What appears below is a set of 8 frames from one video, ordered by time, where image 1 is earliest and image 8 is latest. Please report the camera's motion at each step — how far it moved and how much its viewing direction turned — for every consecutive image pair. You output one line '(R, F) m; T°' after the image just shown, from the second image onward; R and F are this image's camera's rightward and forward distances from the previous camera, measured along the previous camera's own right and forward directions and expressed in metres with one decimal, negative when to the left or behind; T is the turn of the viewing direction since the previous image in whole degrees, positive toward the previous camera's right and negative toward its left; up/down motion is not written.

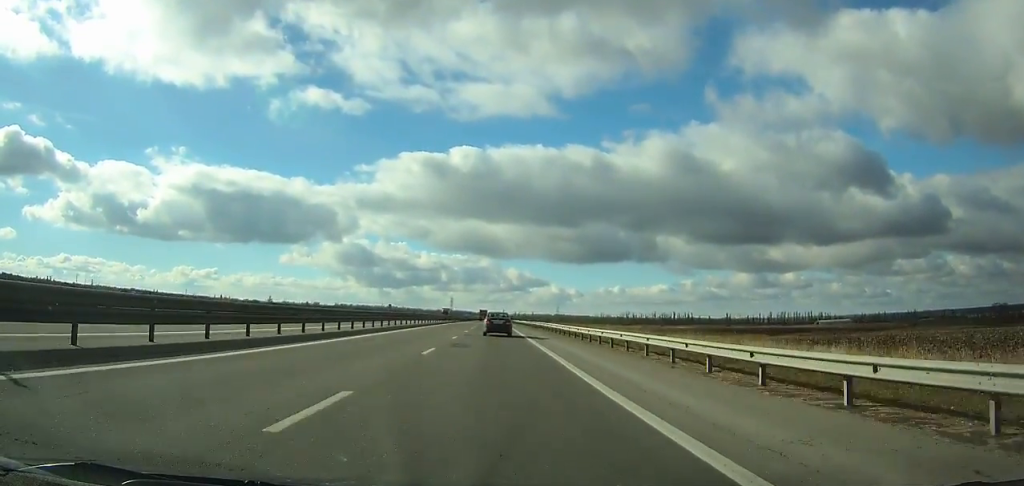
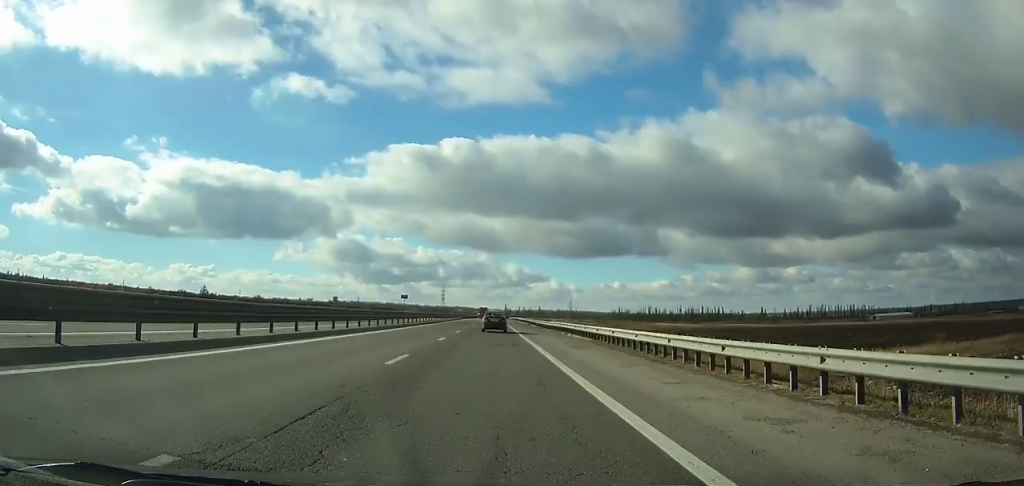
(+0.1, +135.1) m; 0°
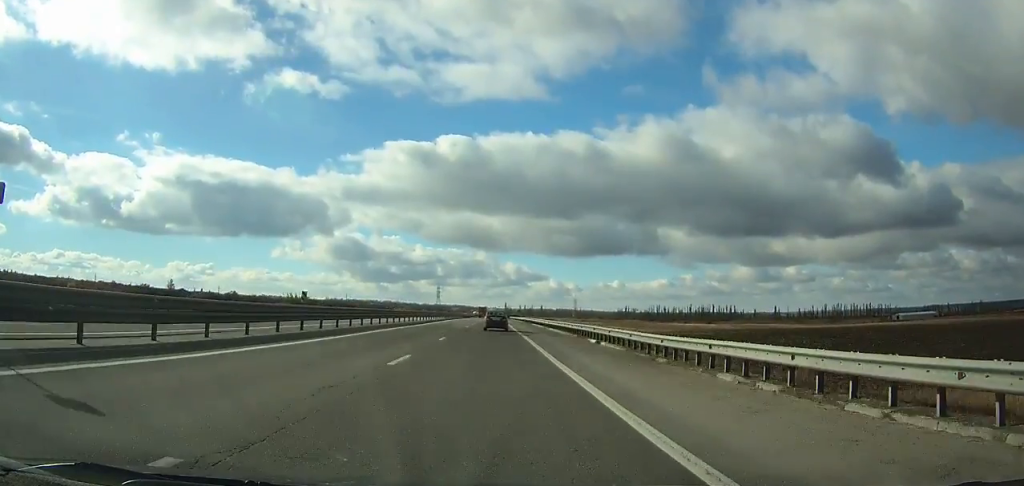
(0.0, +47.1) m; 0°
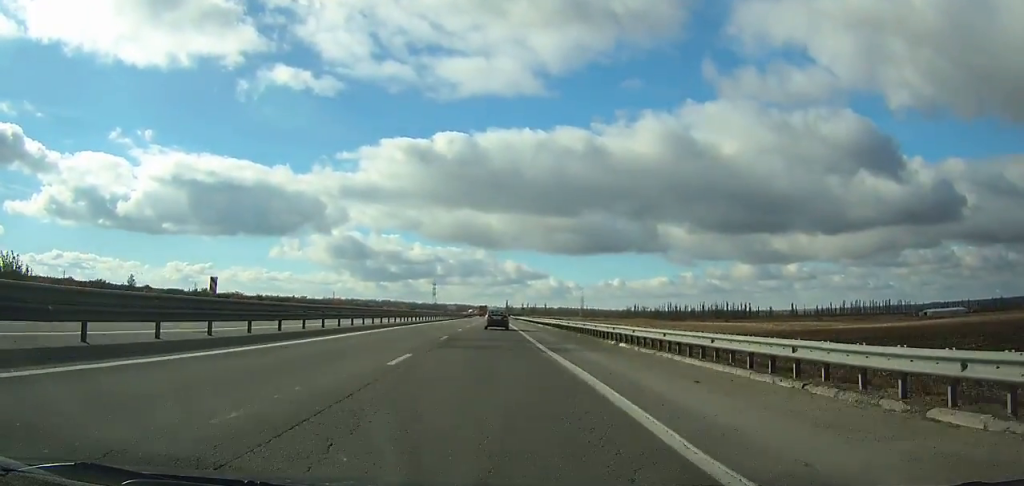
(0.0, +47.3) m; 0°
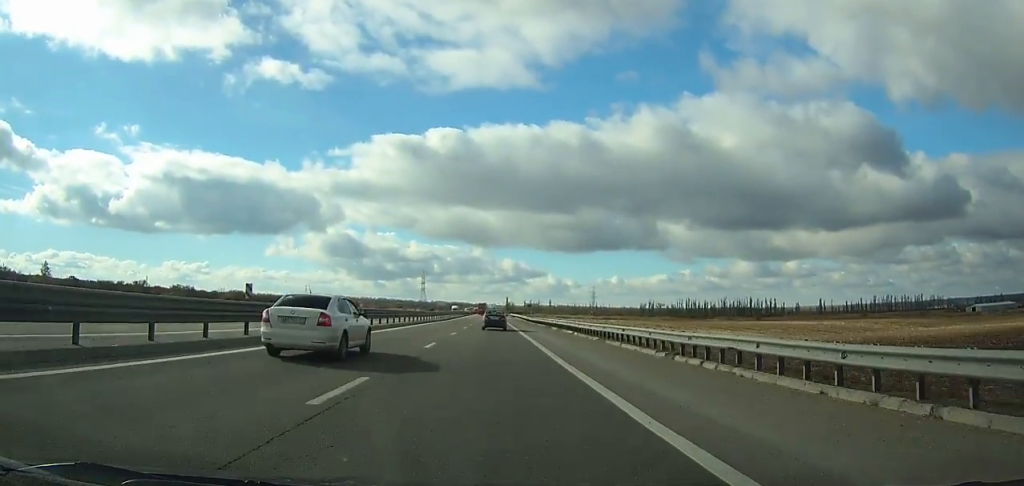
(+0.2, +75.1) m; 0°
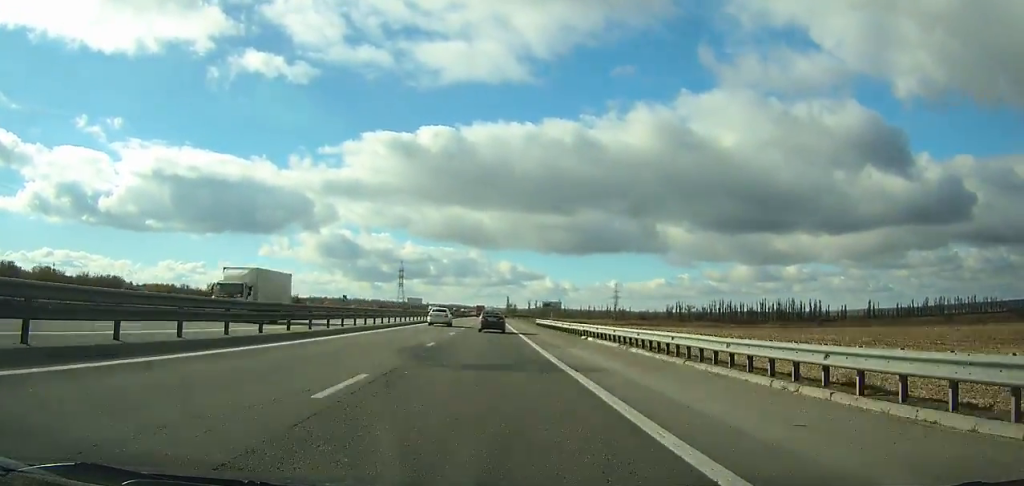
(-0.1, +104.3) m; 0°
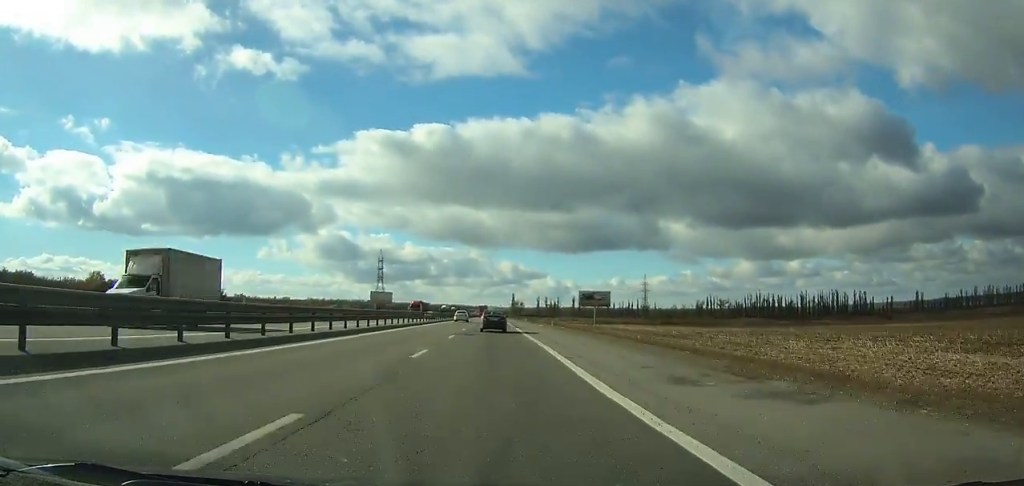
(-0.1, +75.7) m; 0°
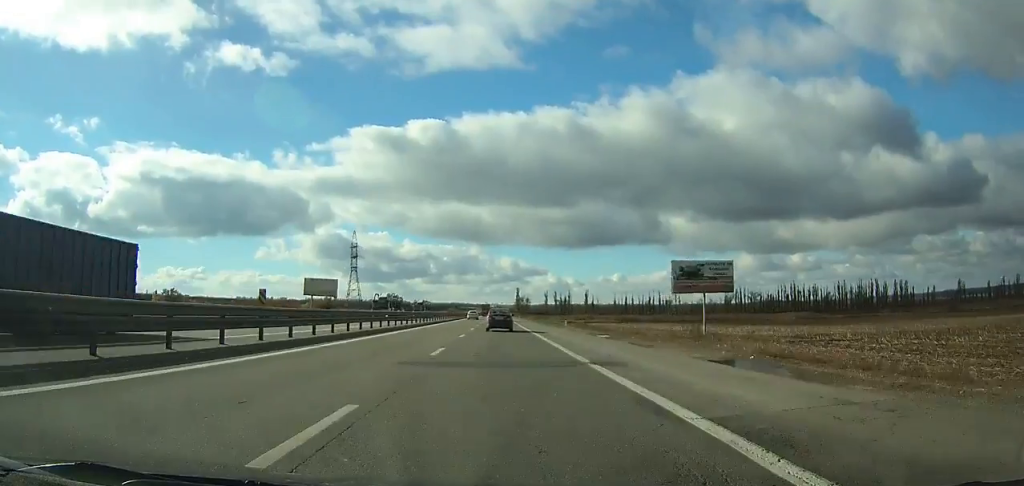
(-0.1, +57.9) m; 0°
